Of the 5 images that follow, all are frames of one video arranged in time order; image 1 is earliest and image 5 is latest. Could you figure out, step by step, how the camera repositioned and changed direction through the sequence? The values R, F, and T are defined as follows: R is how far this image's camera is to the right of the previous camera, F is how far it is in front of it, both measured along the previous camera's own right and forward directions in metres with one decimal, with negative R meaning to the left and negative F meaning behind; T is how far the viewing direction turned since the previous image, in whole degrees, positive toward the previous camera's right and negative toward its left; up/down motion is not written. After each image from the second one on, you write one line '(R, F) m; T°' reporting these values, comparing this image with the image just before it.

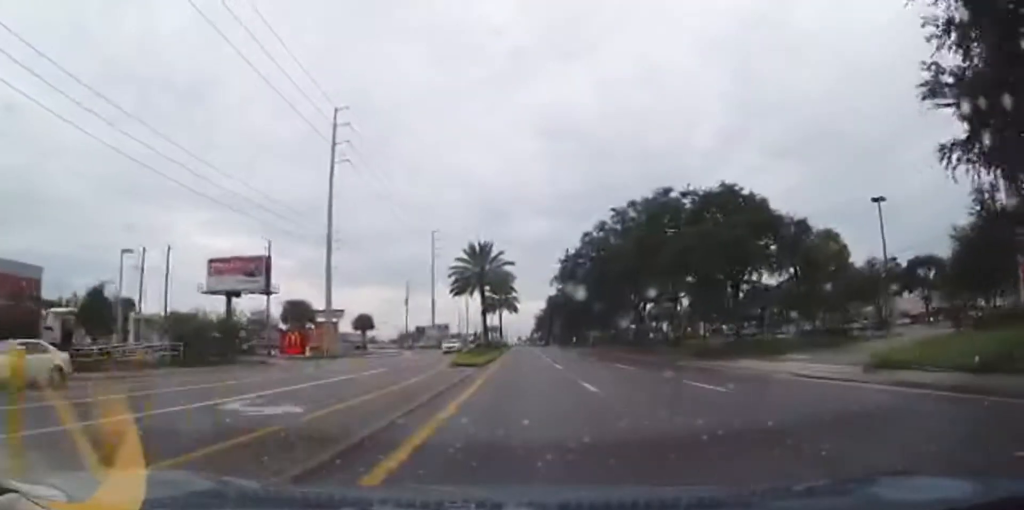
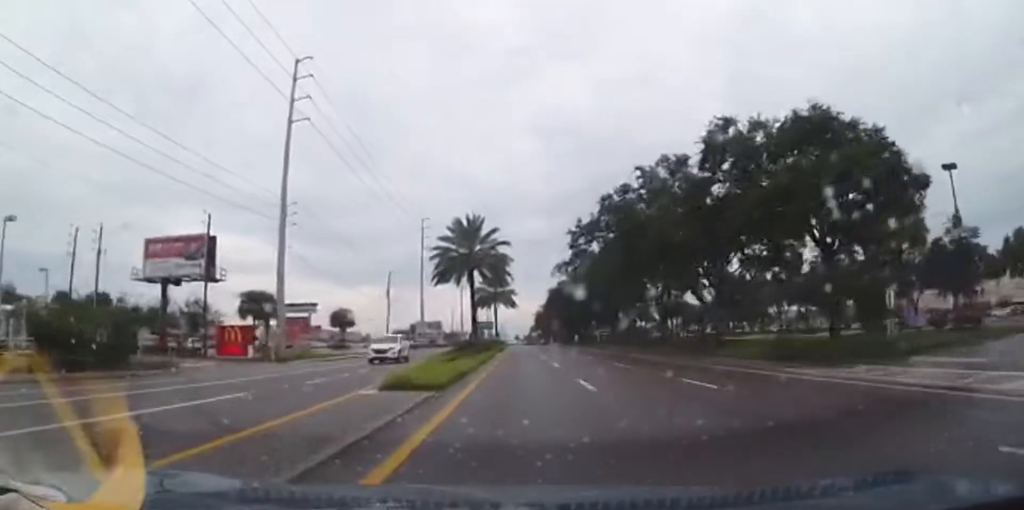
(0.0, +10.7) m; 0°
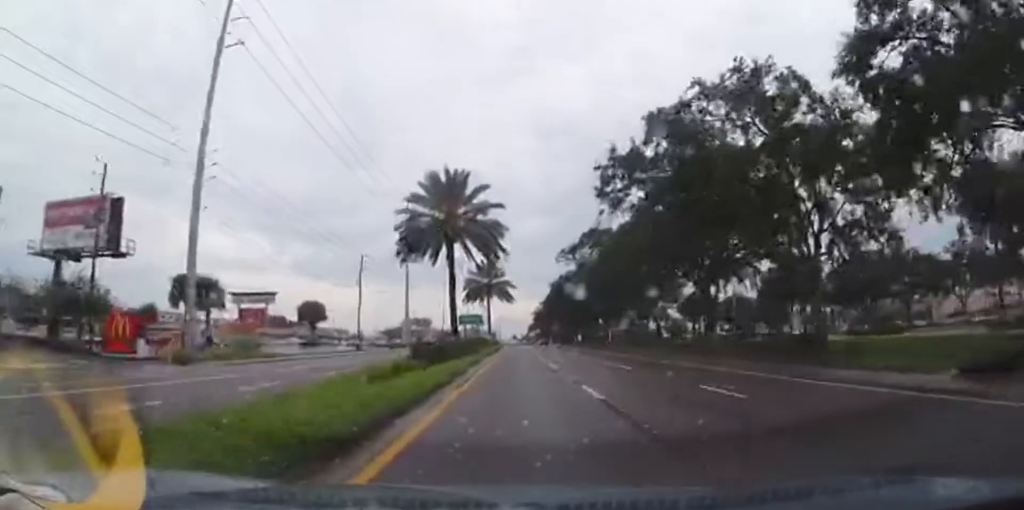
(-0.1, +12.5) m; -1°
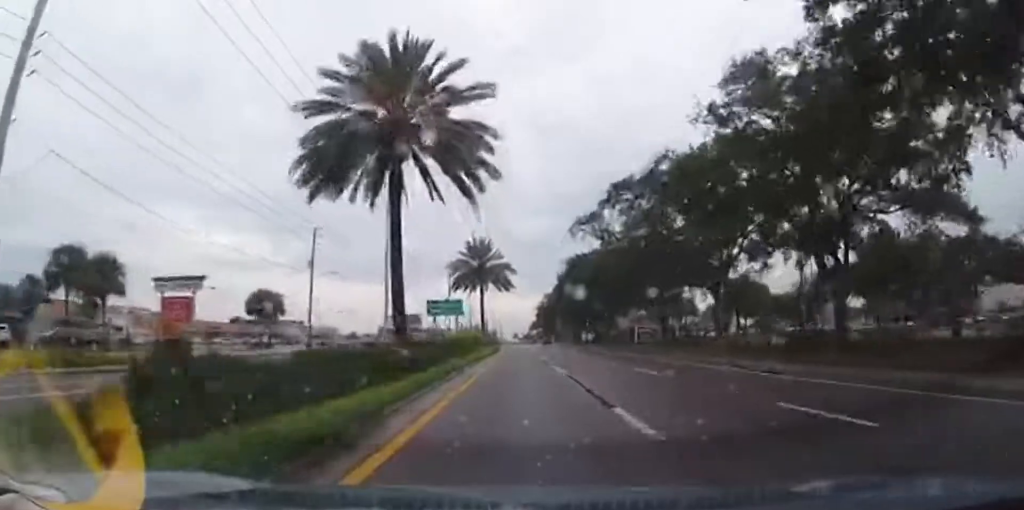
(-0.2, +16.0) m; -1°
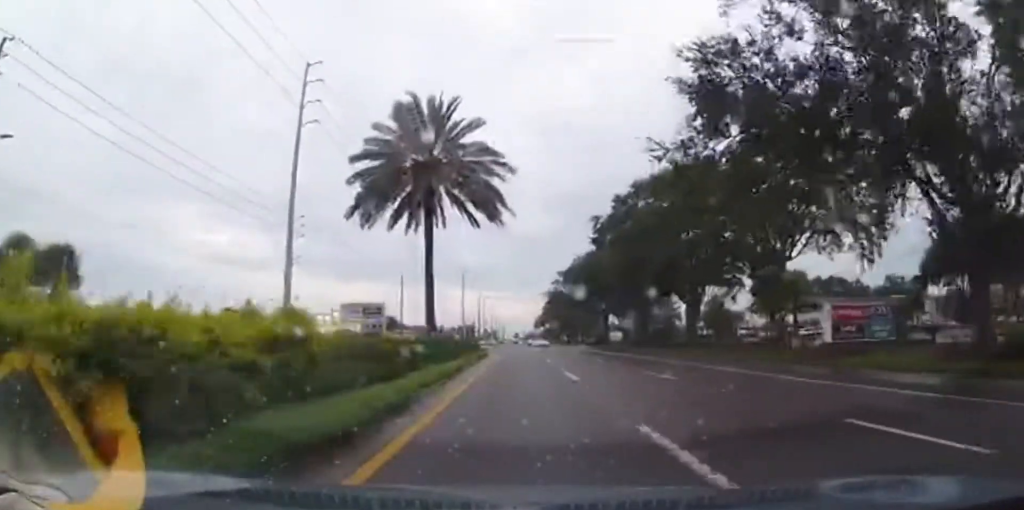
(0.0, +38.3) m; 0°
